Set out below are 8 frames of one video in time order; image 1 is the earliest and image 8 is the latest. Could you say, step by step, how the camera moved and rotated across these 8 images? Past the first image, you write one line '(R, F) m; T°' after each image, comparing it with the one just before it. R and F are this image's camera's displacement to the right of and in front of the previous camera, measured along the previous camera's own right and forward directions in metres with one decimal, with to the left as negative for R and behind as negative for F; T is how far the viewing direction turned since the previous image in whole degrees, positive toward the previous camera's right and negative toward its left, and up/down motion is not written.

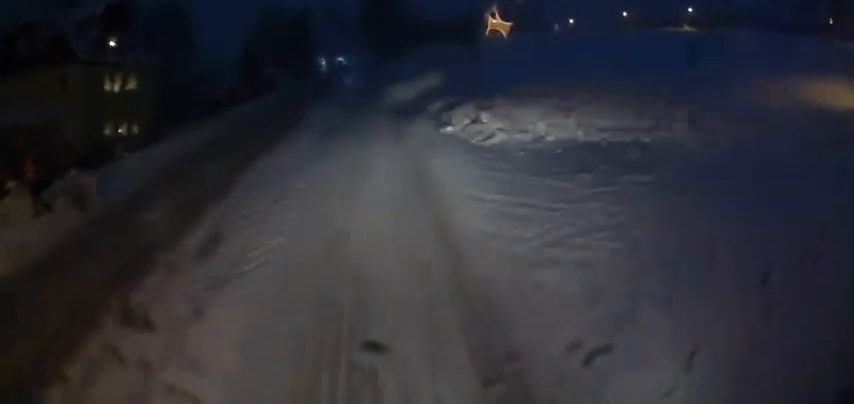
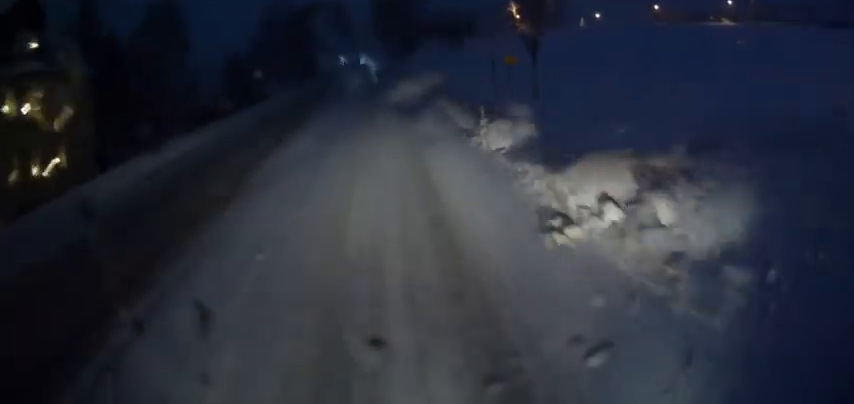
(-0.2, +10.6) m; -2°
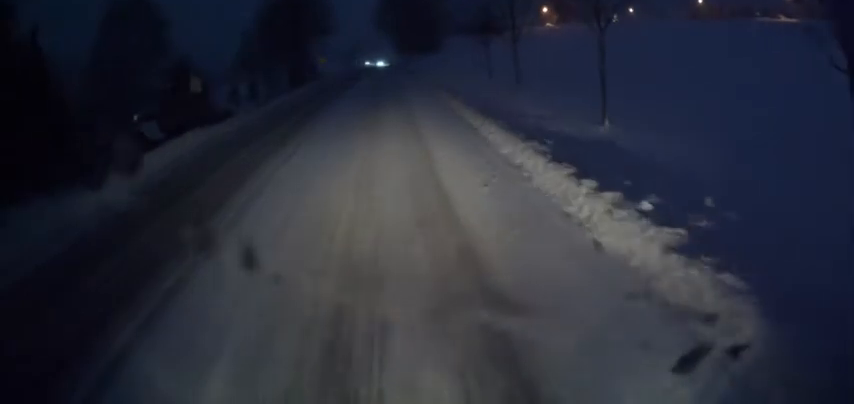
(-0.2, +16.0) m; 0°
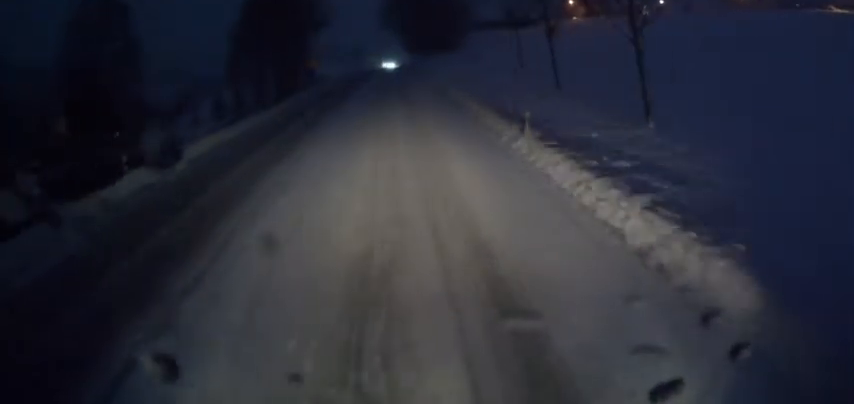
(0.0, +12.9) m; 0°
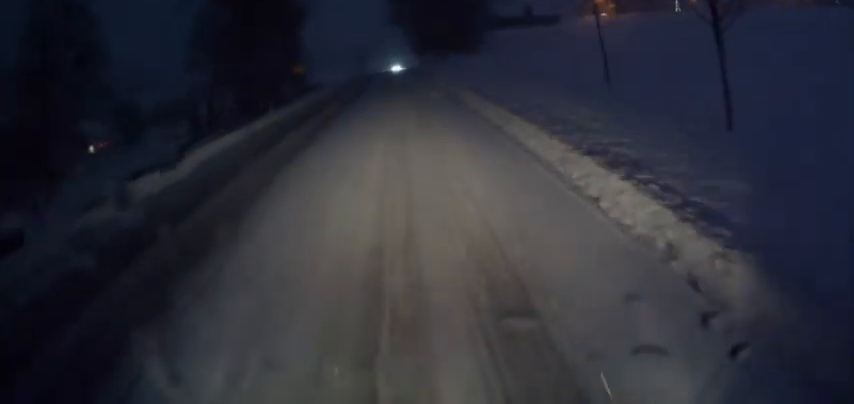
(-0.1, +12.2) m; -3°
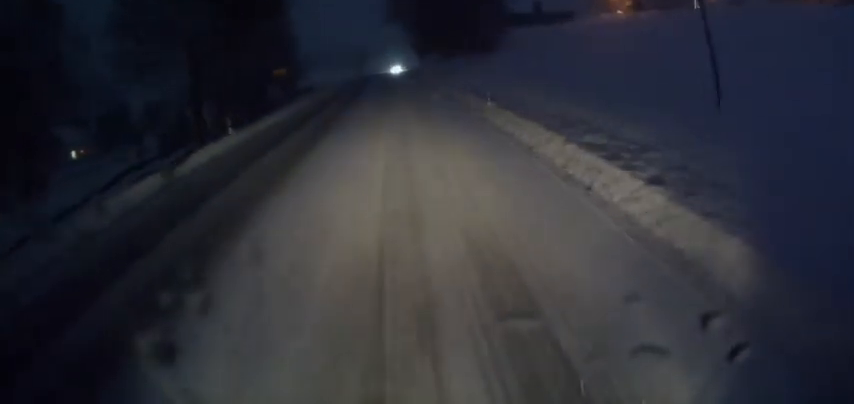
(-0.2, +7.5) m; -2°
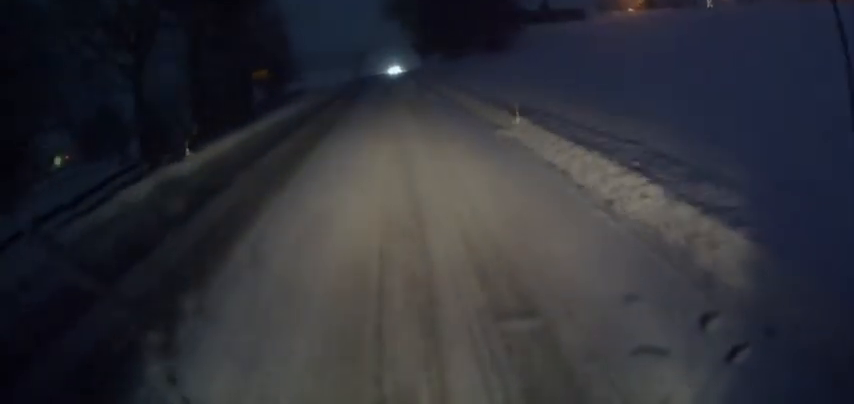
(0.0, +5.0) m; 0°
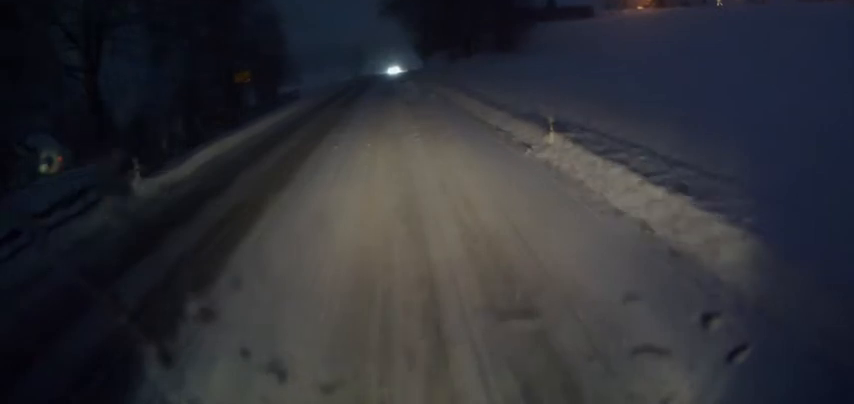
(0.0, +3.6) m; 0°
